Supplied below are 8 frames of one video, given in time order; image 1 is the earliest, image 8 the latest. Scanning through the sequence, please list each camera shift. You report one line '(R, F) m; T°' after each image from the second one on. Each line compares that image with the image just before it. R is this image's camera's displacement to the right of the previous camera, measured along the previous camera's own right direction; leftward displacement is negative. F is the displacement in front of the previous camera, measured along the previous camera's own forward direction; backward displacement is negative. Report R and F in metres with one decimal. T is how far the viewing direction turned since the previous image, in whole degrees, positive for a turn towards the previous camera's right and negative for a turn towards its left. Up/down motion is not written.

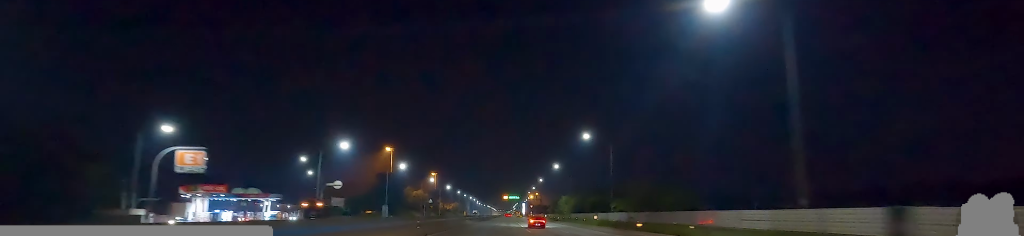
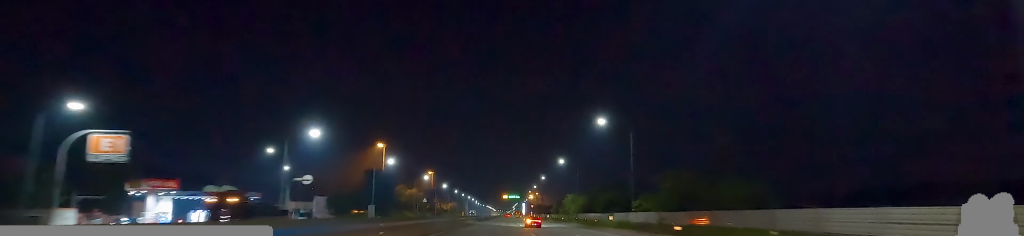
(+0.1, +11.7) m; 0°
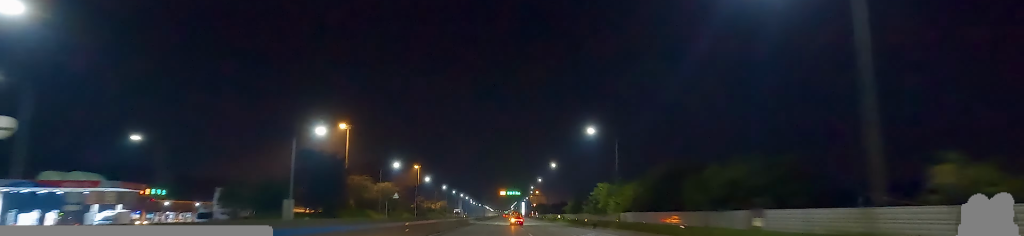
(-0.3, +39.8) m; 0°
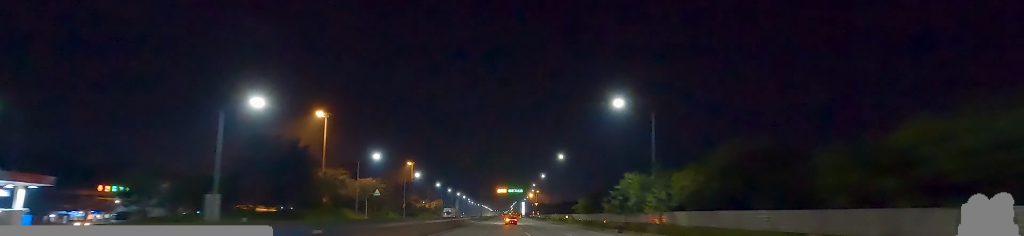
(0.0, +17.2) m; 0°
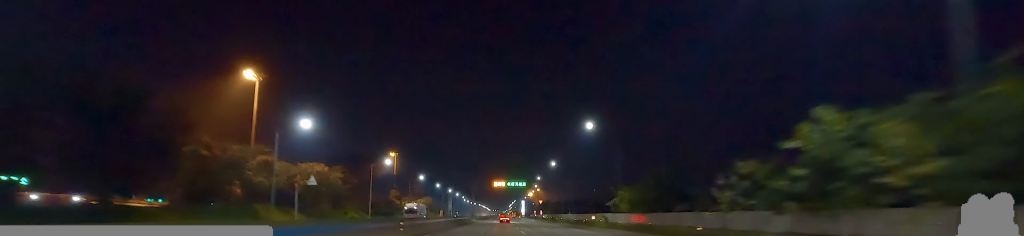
(-0.6, +34.2) m; -3°
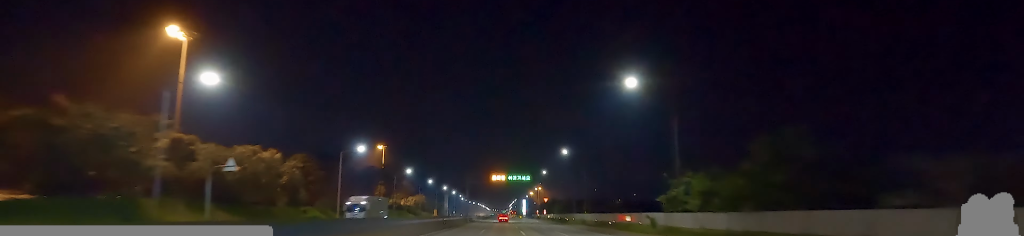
(-0.9, +20.6) m; 0°
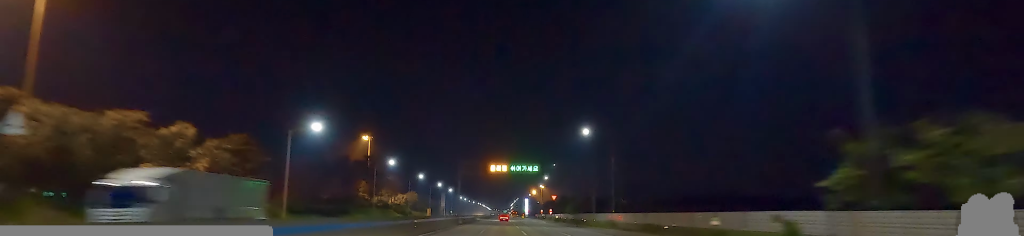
(+1.0, +21.8) m; +2°
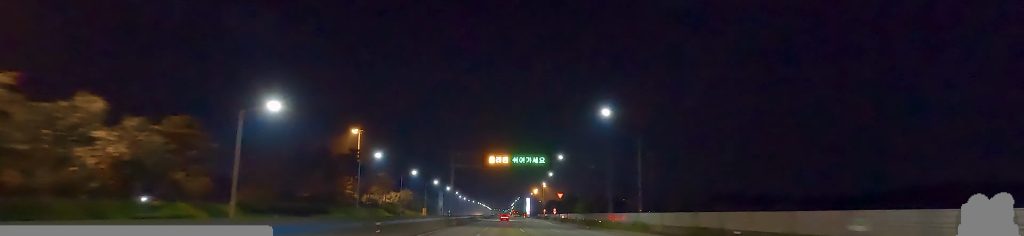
(+0.1, +12.8) m; 0°
